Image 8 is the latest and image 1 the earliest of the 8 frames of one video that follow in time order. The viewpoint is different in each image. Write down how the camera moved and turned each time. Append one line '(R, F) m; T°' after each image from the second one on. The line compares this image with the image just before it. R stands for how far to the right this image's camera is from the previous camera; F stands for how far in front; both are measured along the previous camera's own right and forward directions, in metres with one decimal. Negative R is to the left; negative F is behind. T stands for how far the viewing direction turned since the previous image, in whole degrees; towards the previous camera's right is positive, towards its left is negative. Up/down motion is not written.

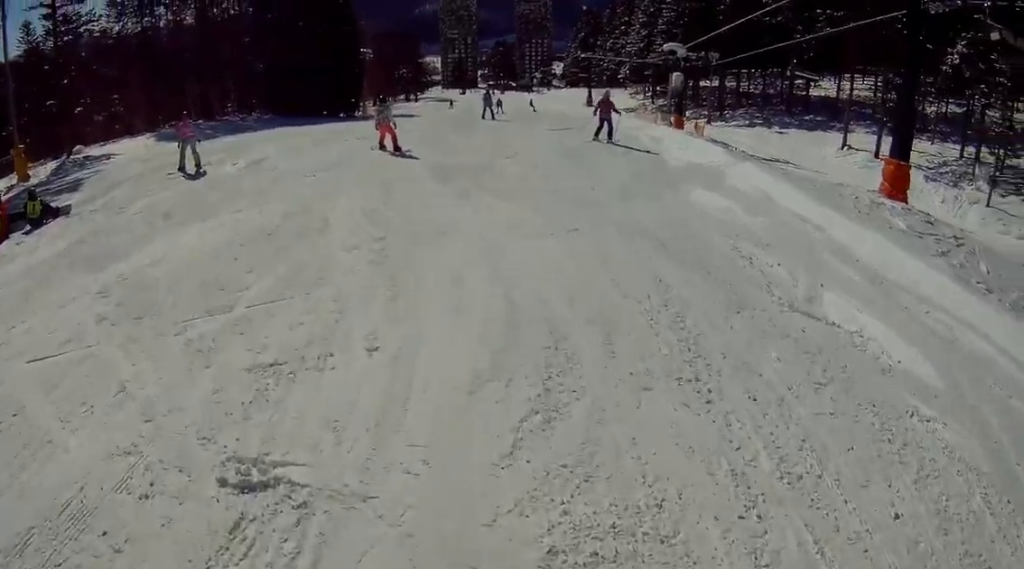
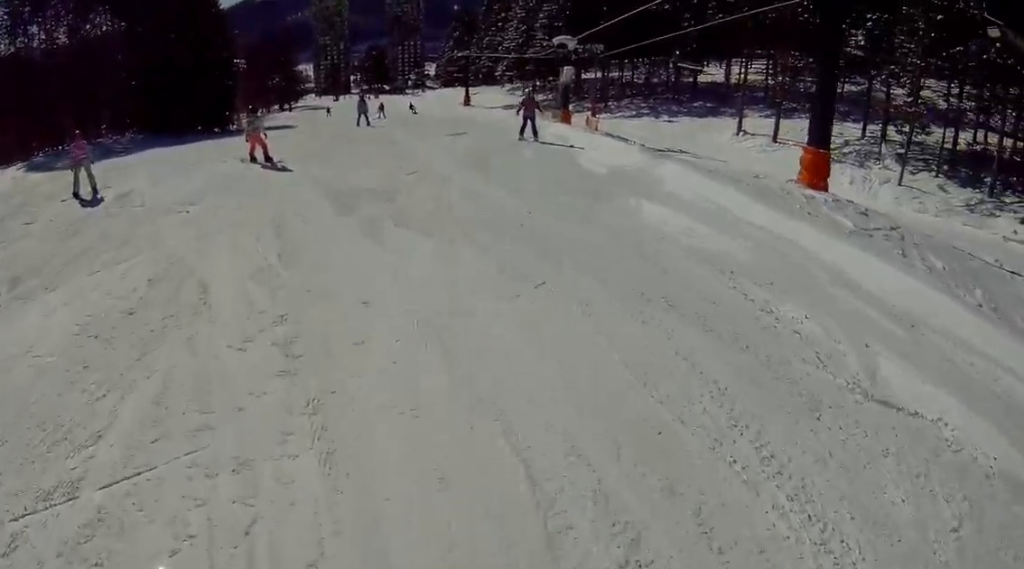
(0.0, +2.2) m; 0°
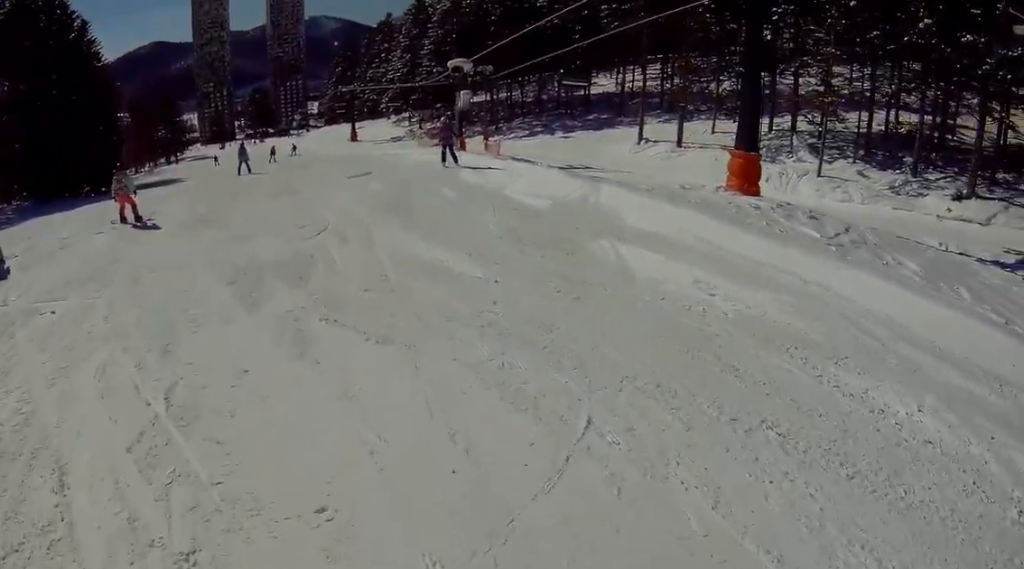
(0.0, +2.4) m; +3°
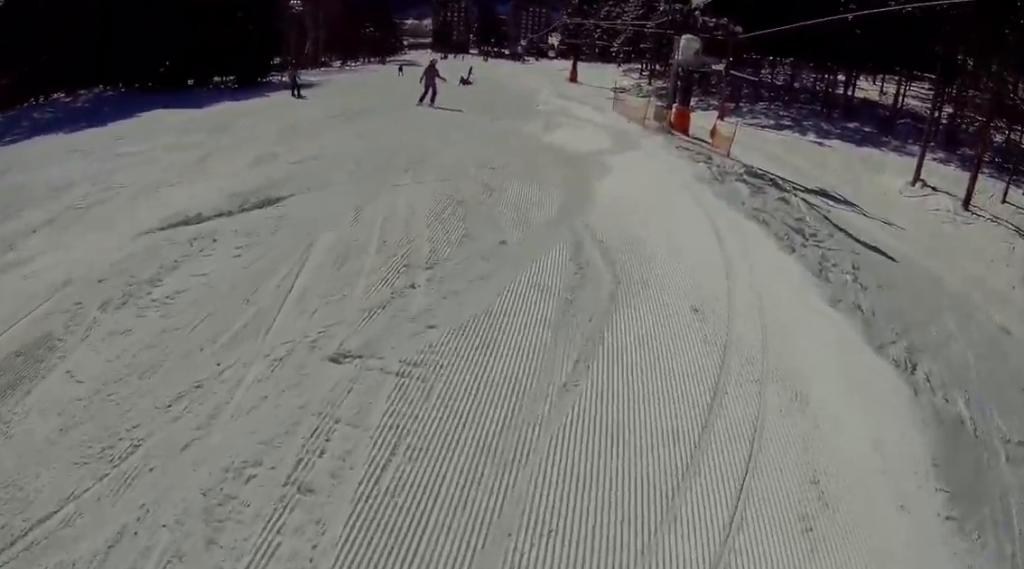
(+1.3, +12.3) m; -13°
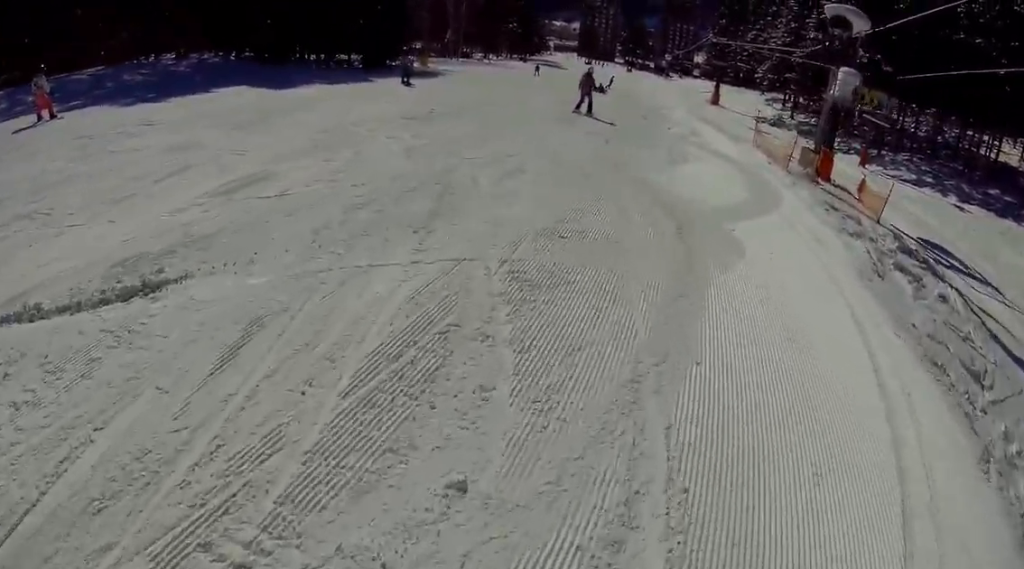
(-0.6, +3.5) m; -1°
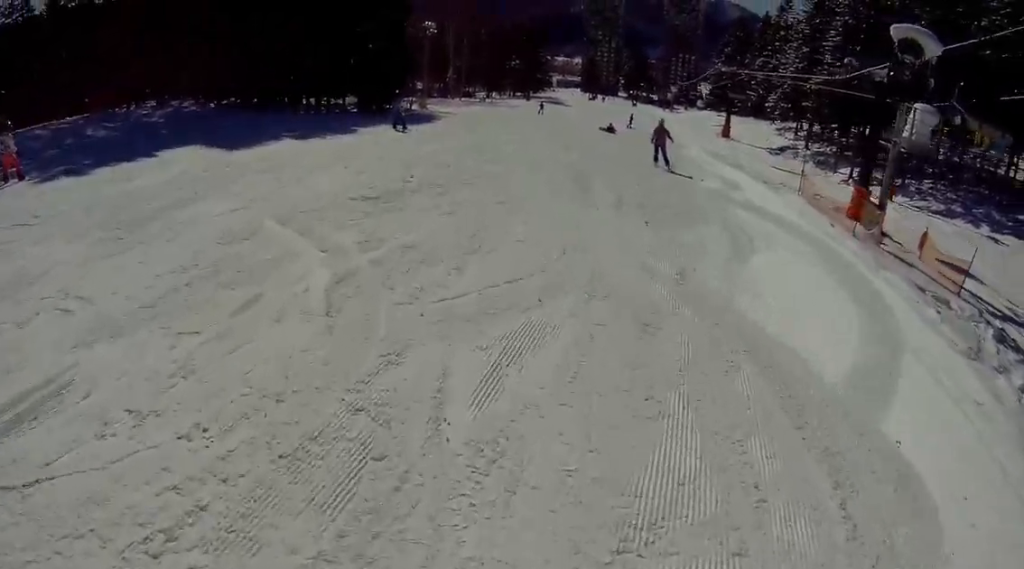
(+0.4, +4.2) m; +7°
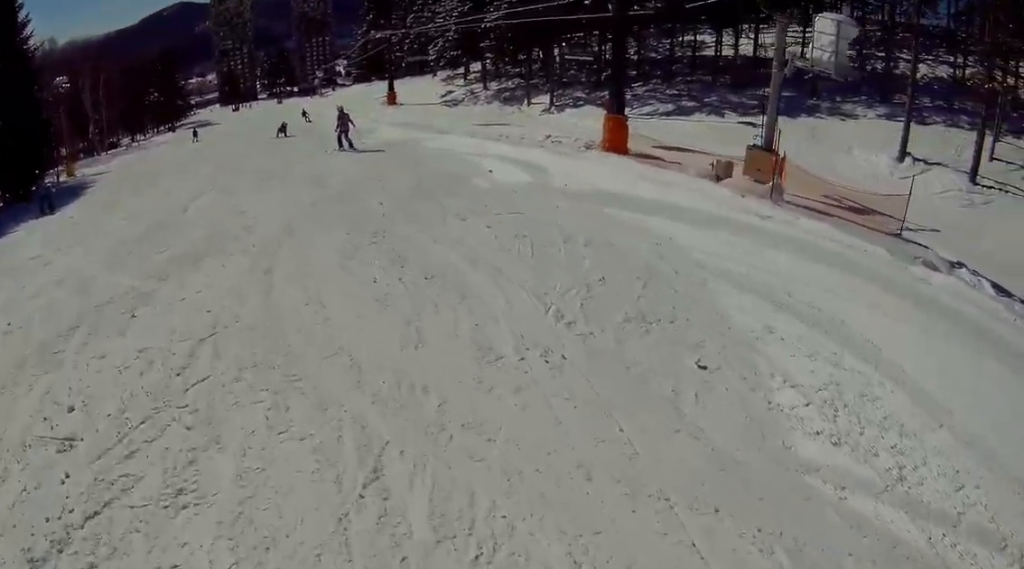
(+0.7, +7.2) m; +16°
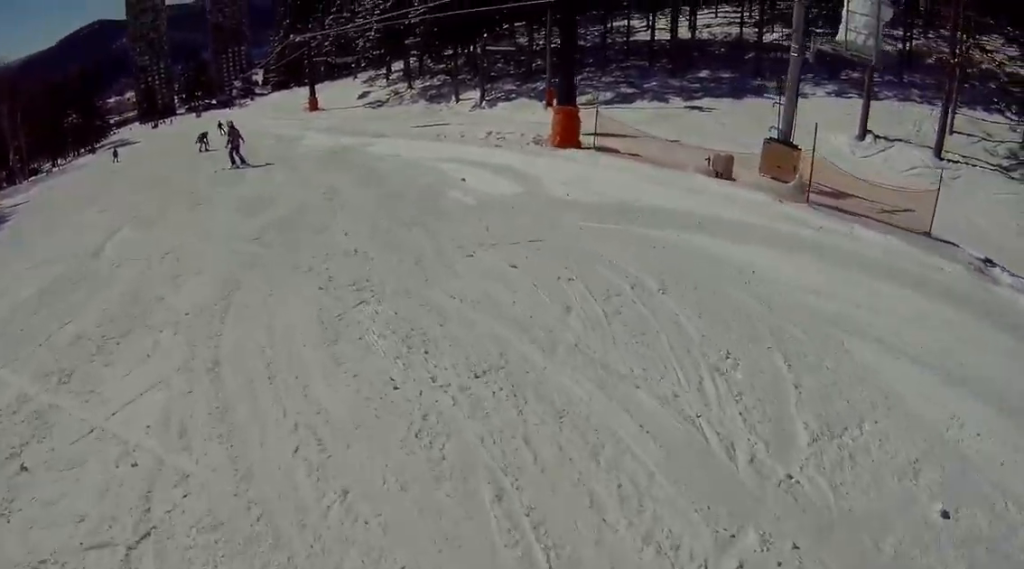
(+0.4, +2.3) m; +1°
